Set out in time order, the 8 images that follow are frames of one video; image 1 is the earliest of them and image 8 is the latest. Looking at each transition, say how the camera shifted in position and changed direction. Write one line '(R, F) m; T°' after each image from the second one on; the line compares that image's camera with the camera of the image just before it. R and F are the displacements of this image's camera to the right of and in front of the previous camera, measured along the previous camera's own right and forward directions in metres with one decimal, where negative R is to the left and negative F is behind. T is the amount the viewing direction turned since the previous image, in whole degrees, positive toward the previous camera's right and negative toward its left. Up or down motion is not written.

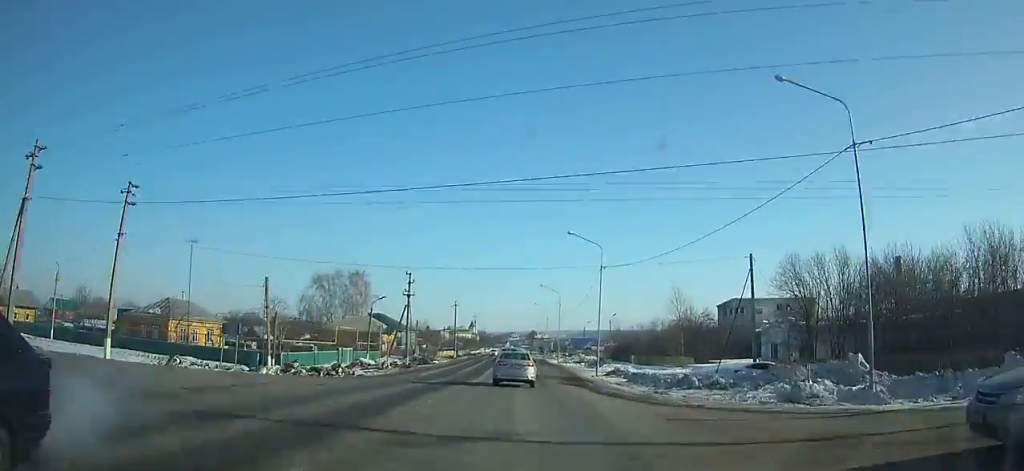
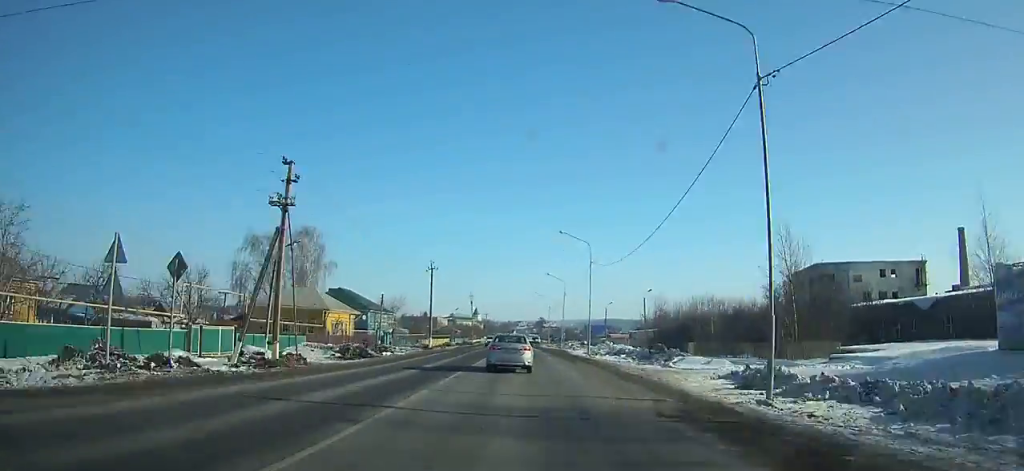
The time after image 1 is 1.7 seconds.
(0.0, +28.5) m; 0°
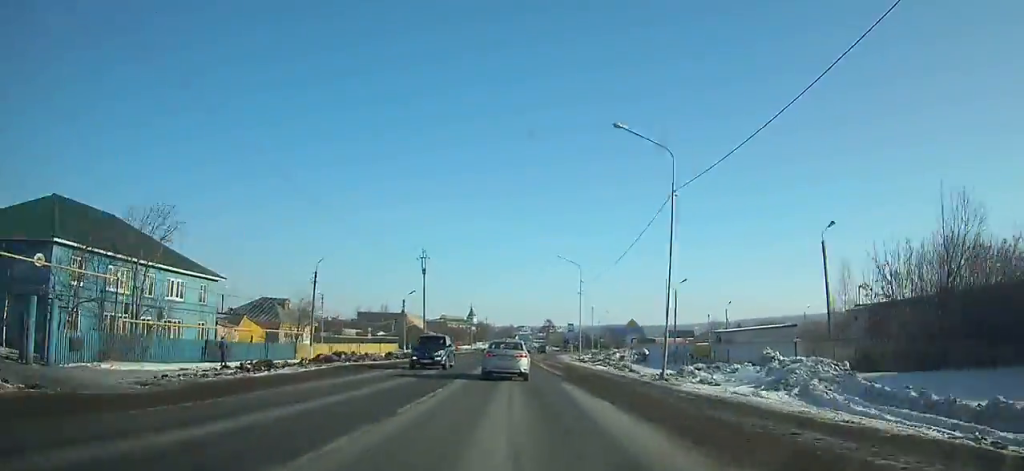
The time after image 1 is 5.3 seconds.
(-0.2, +57.4) m; 0°
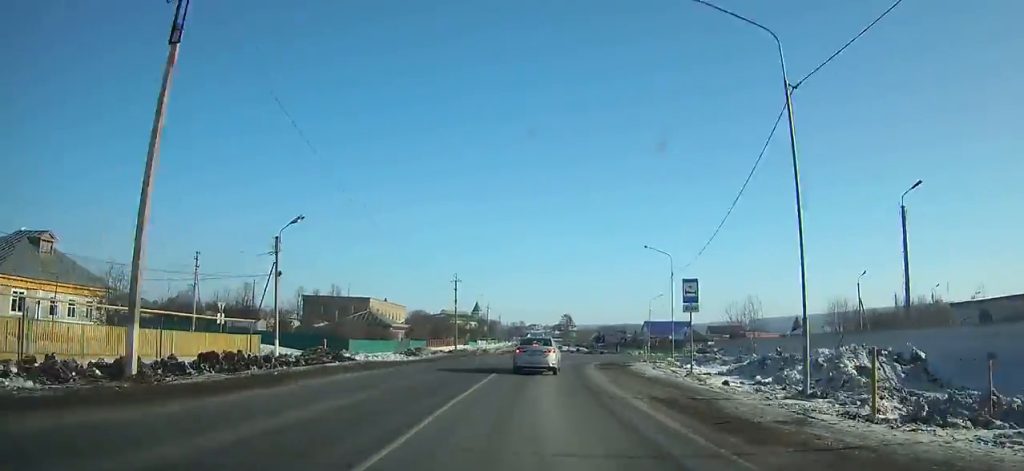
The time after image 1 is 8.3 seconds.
(+0.2, +43.9) m; +5°
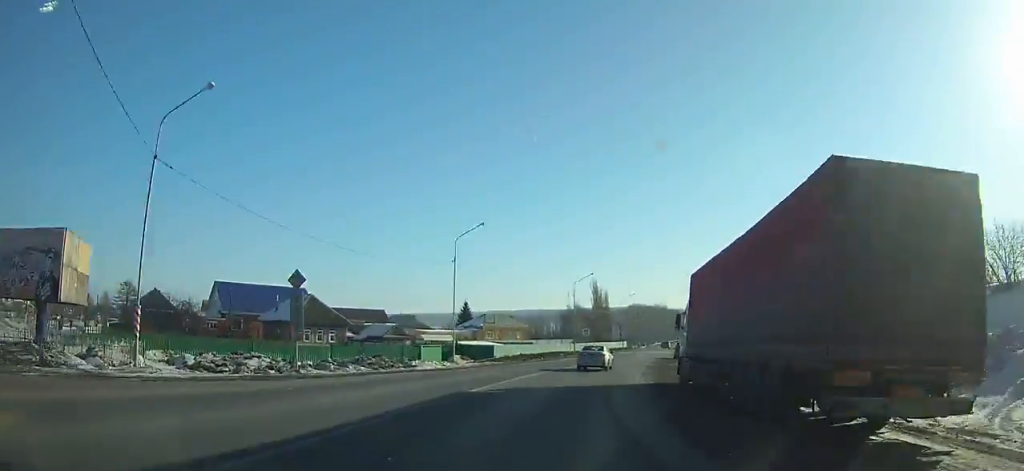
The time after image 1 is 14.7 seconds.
(+23.9, +81.0) m; +37°
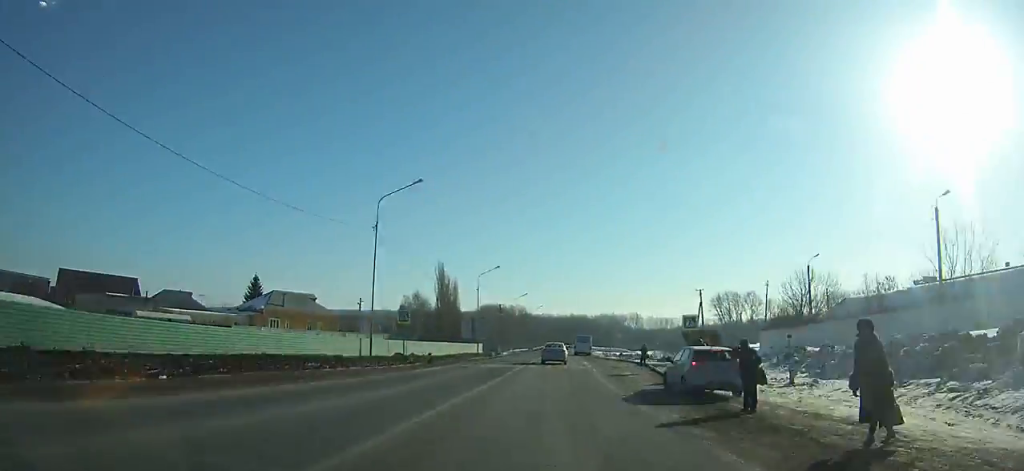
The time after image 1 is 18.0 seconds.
(+6.9, +47.7) m; +11°
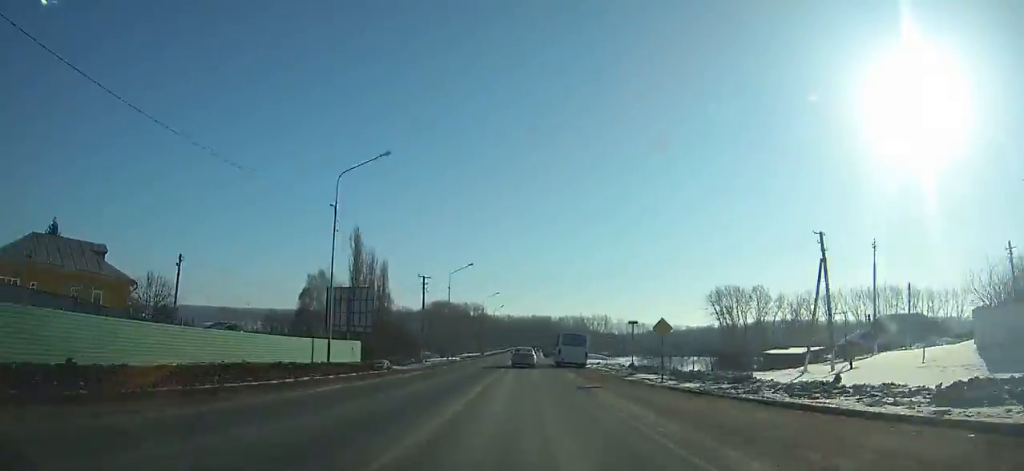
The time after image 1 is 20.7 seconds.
(+1.8, +43.9) m; +3°
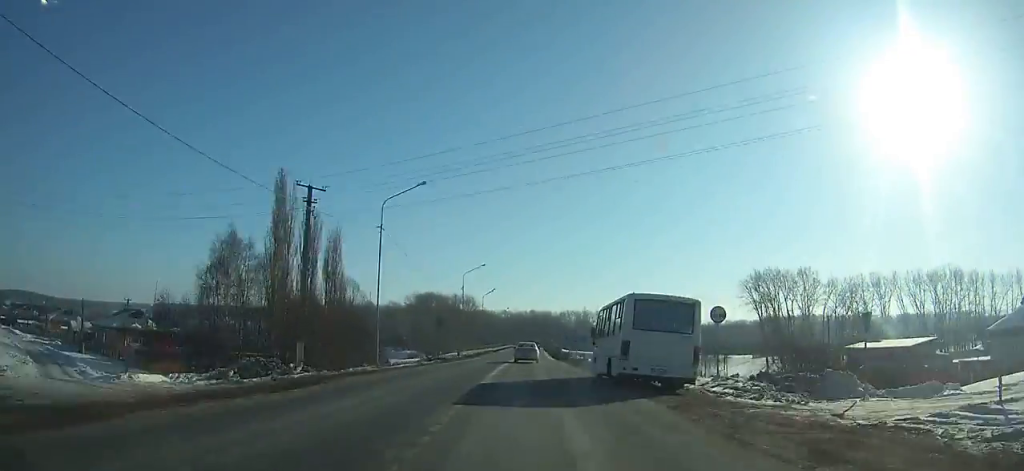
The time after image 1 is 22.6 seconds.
(+0.3, +33.1) m; +1°
